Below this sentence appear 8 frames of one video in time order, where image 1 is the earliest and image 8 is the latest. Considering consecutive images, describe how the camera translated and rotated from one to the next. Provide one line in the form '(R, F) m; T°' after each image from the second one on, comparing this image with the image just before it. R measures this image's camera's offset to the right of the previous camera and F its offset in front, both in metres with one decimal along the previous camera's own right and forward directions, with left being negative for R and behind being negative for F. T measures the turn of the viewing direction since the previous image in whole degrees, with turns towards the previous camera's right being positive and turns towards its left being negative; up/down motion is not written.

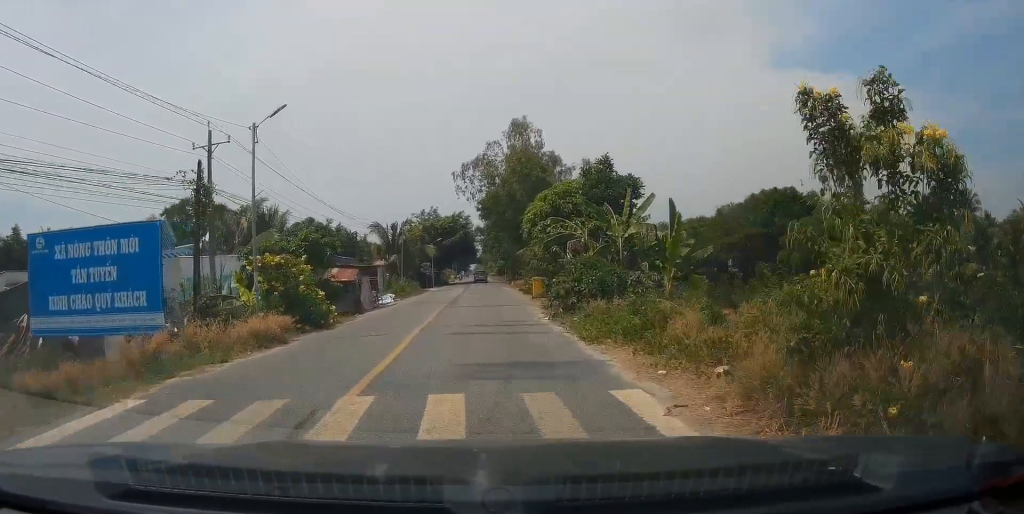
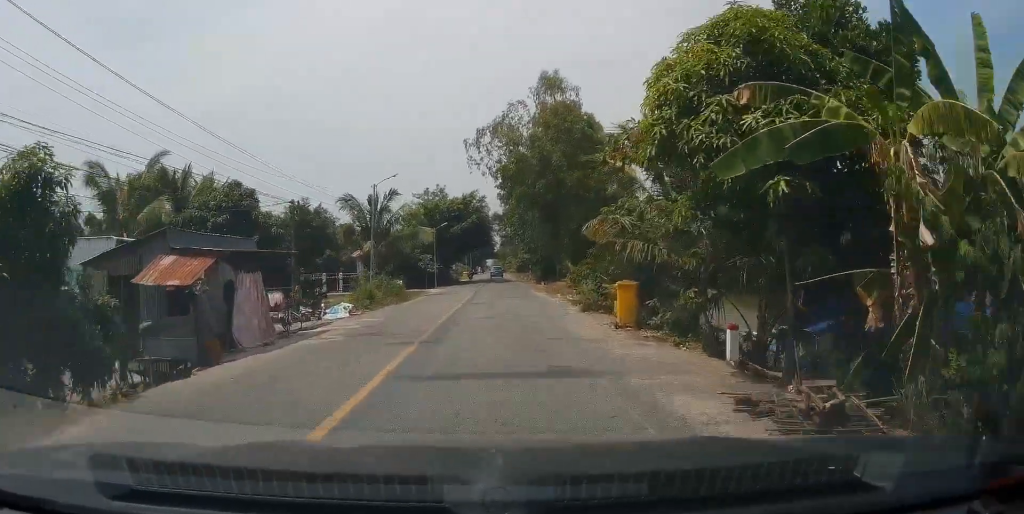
(+0.5, +18.6) m; +1°
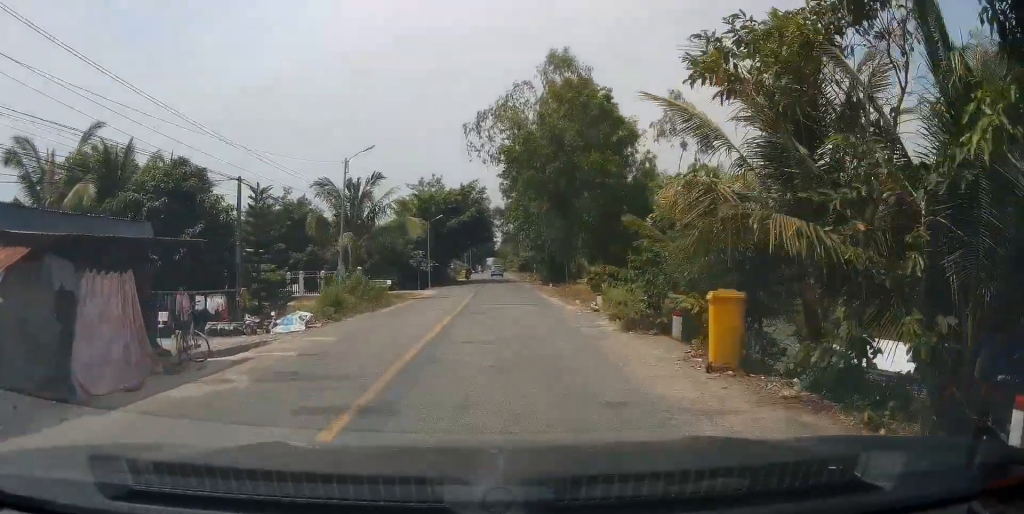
(0.0, +6.6) m; 0°
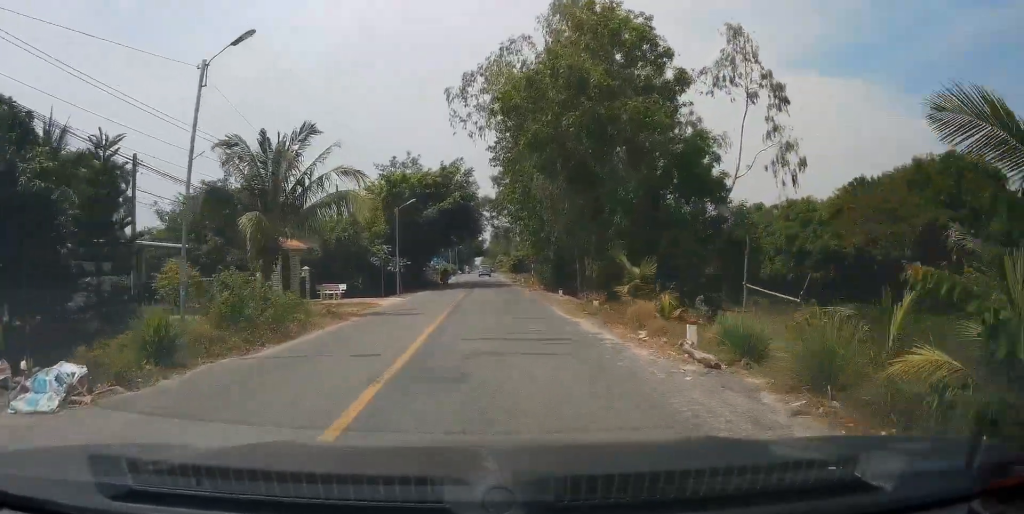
(0.0, +11.8) m; +1°
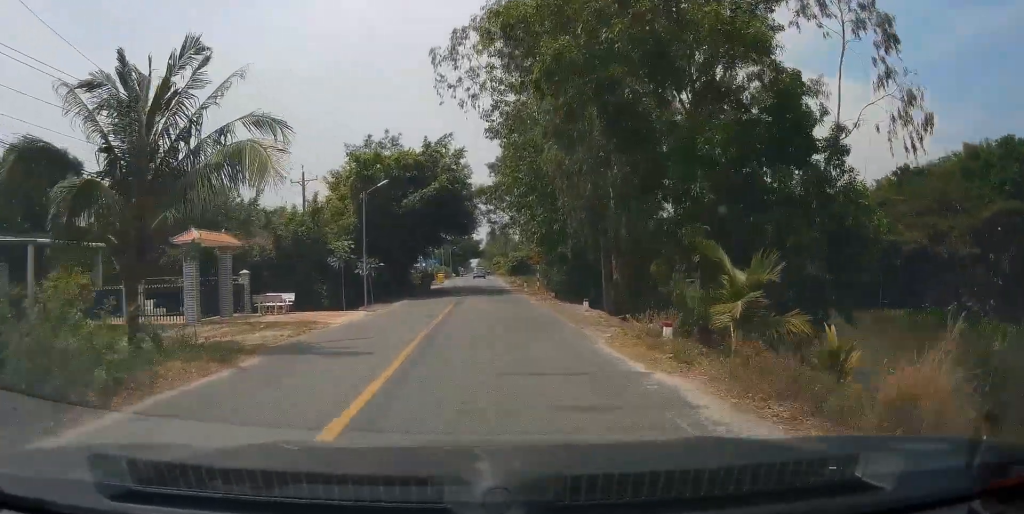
(+0.2, +9.1) m; +1°
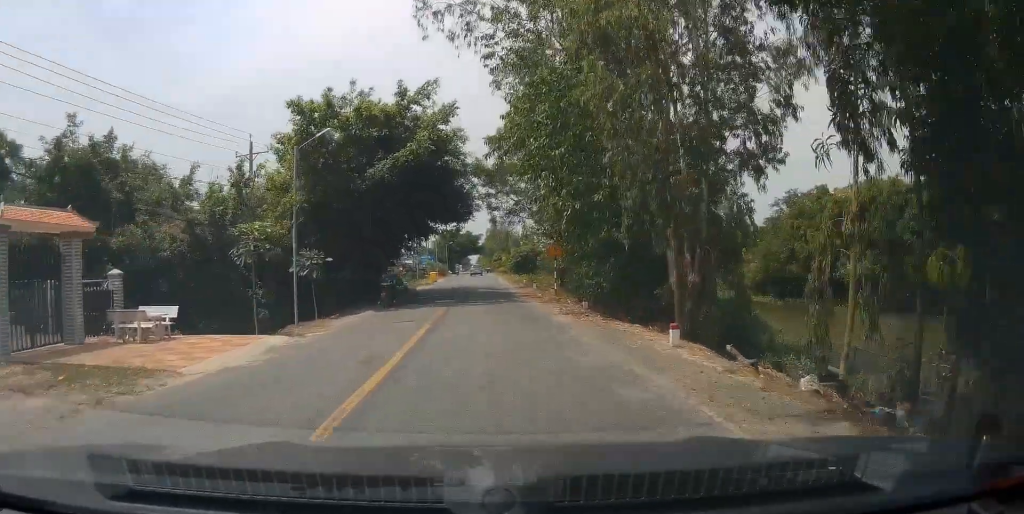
(+0.1, +10.3) m; 0°
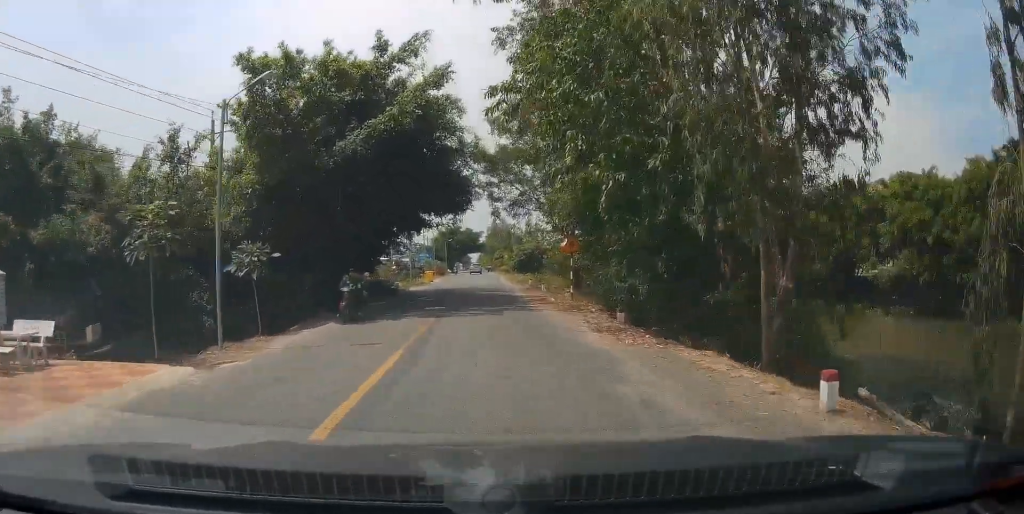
(0.0, +5.6) m; -1°
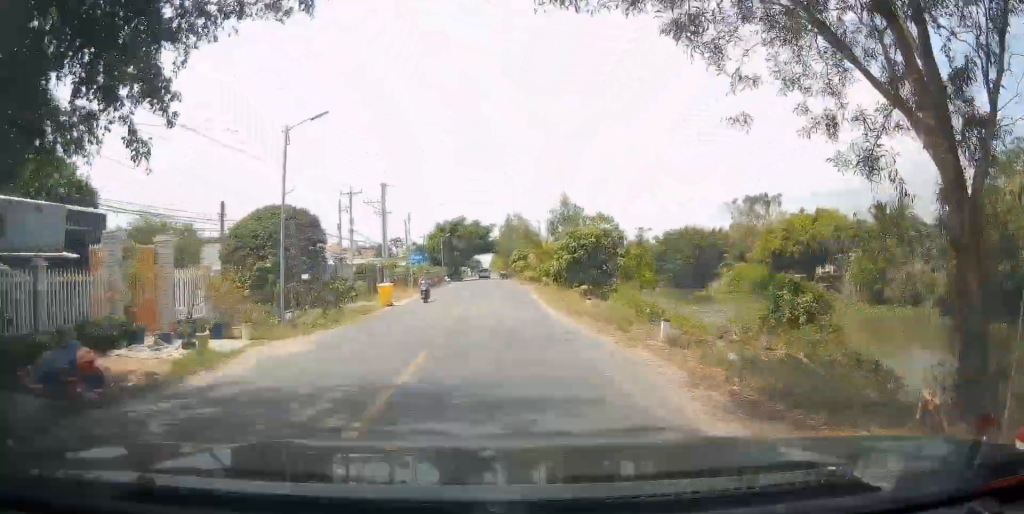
(-1.0, +32.4) m; -2°
